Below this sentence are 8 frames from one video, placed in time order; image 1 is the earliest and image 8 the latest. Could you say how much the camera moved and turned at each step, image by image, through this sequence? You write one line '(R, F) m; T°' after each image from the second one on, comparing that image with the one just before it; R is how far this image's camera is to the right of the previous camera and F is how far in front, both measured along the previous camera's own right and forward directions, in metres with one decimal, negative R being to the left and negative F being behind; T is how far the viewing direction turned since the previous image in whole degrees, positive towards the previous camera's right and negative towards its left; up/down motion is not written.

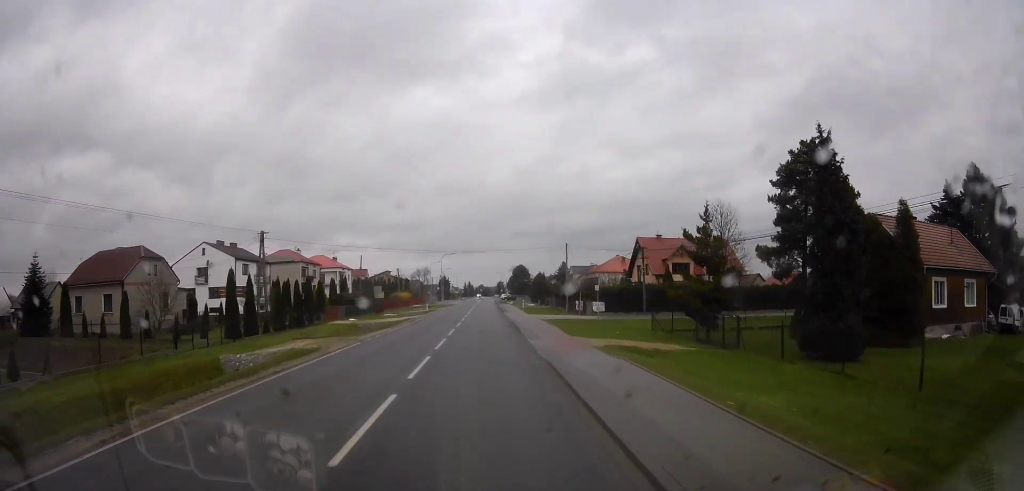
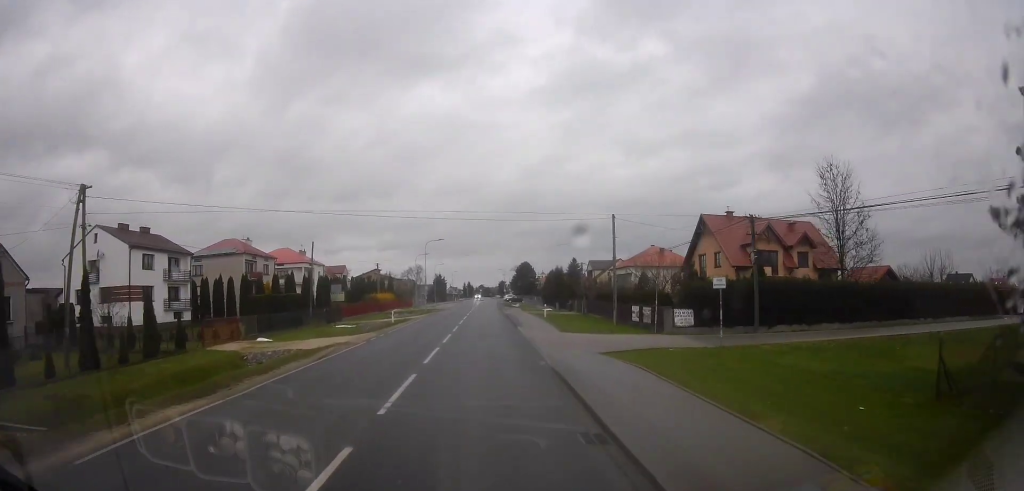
(+0.1, +21.3) m; -3°
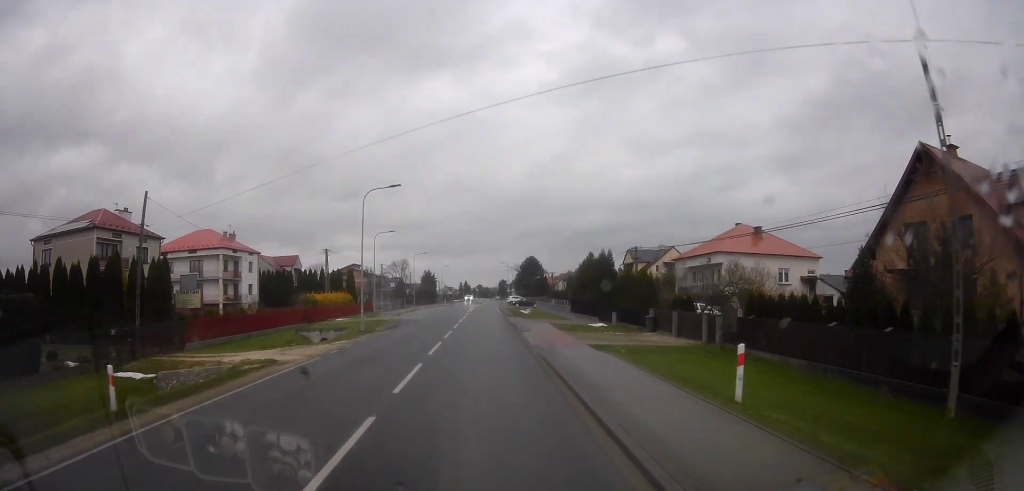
(-0.4, +28.6) m; +1°
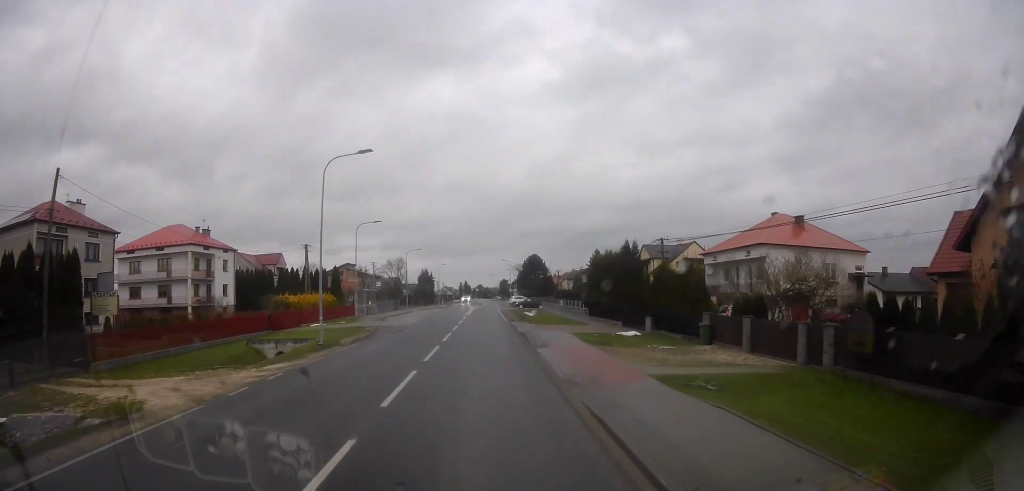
(0.0, +7.2) m; 0°
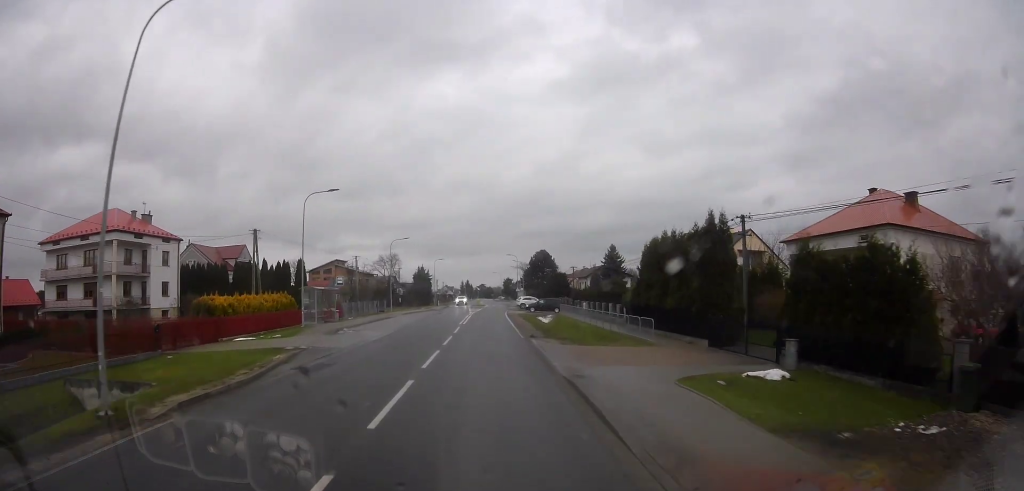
(0.0, +13.4) m; 0°
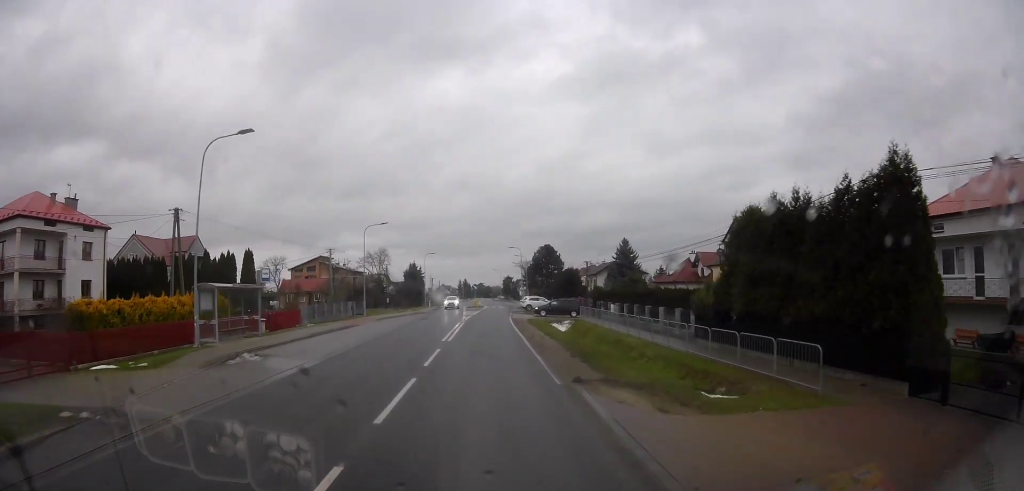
(0.0, +11.7) m; 0°
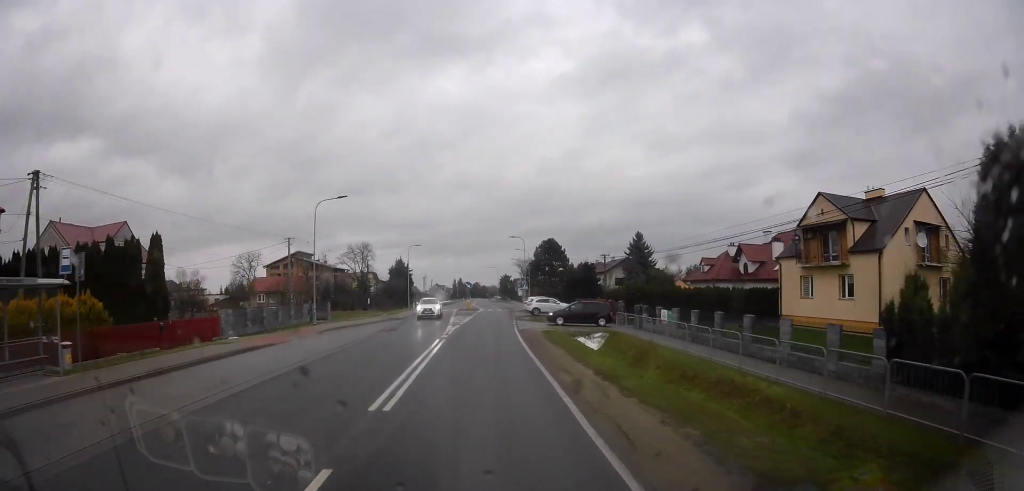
(0.0, +12.5) m; -2°
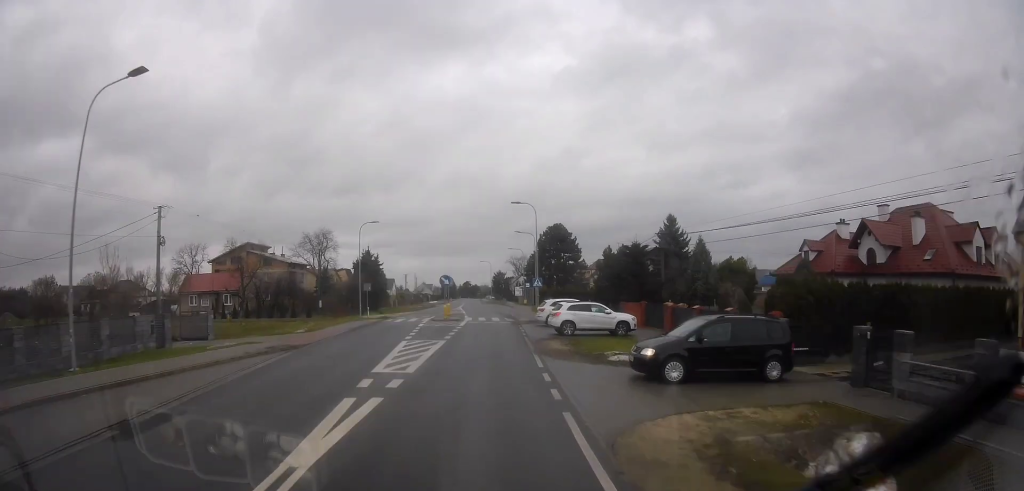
(-0.8, +20.3) m; +3°
